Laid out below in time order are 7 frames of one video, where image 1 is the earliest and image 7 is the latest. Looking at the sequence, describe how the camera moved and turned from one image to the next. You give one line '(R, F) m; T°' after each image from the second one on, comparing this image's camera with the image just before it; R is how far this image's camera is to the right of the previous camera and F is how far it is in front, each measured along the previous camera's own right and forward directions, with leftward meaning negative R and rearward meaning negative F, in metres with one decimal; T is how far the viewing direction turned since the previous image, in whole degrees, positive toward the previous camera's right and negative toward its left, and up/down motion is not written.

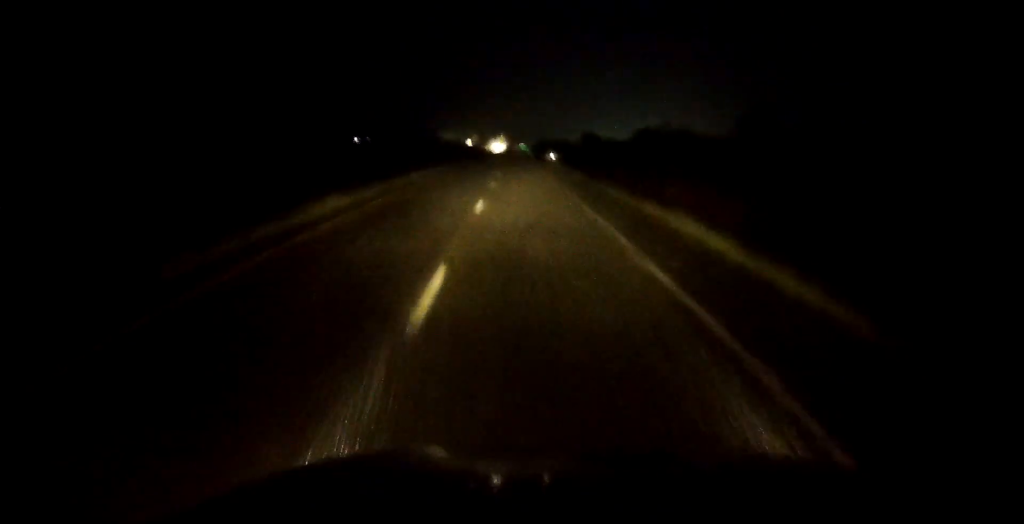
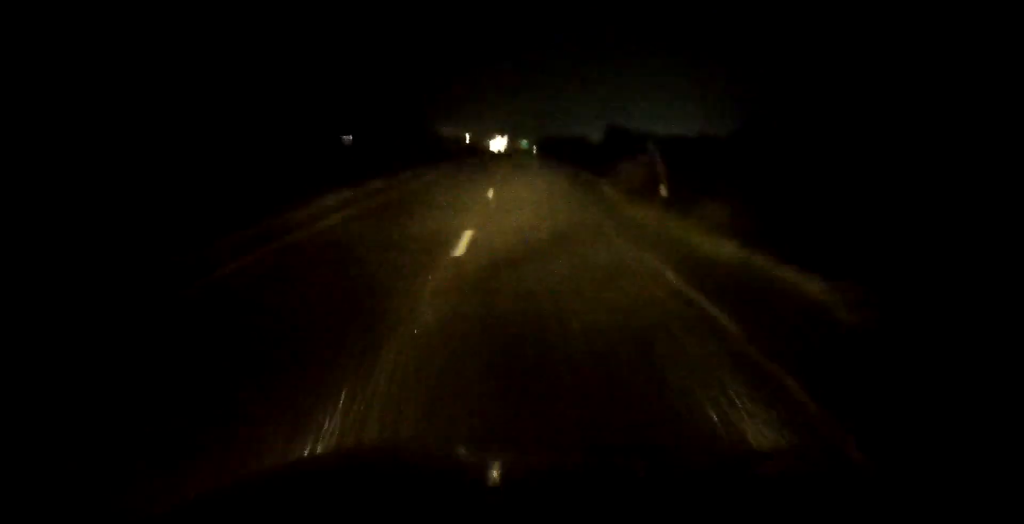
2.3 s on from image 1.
(+0.4, +69.6) m; 0°
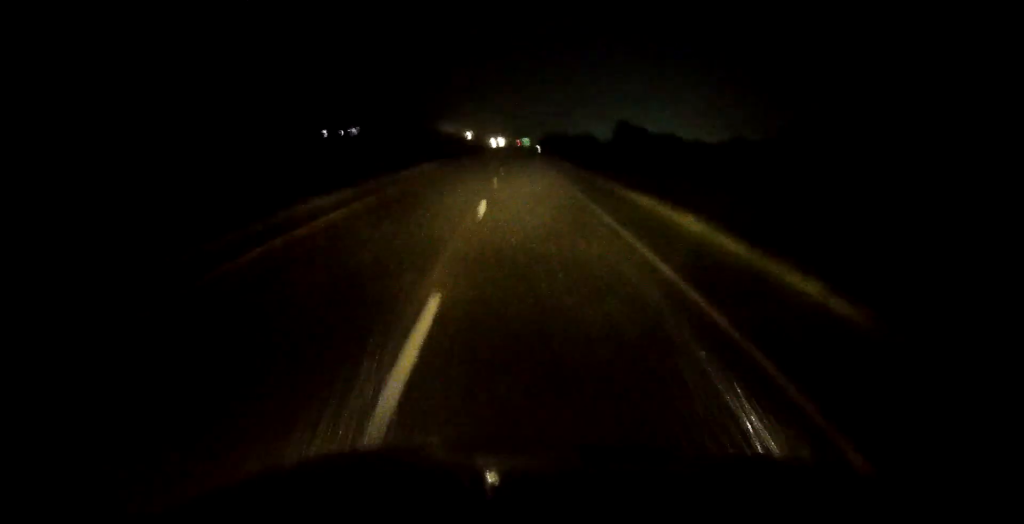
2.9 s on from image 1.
(0.0, +18.4) m; 0°
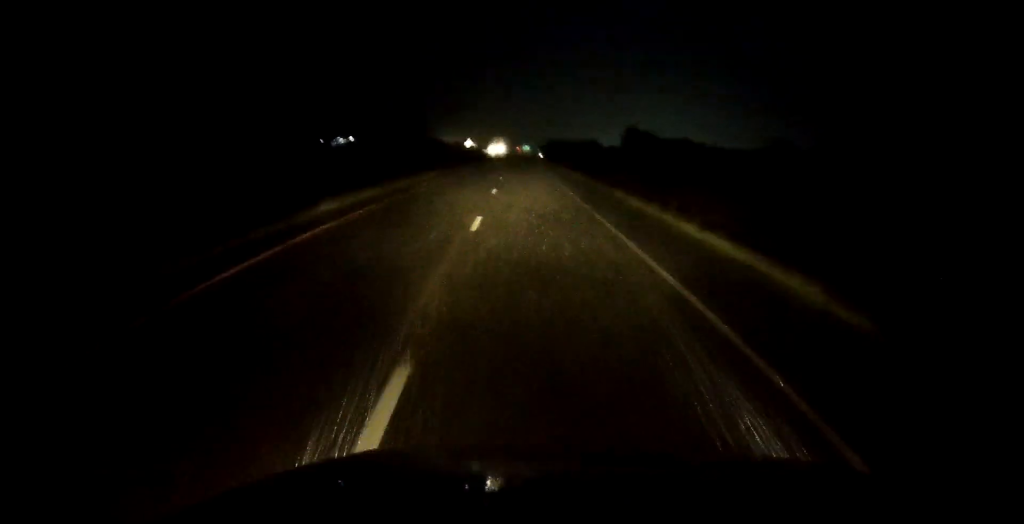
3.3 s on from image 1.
(0.0, +14.3) m; 0°
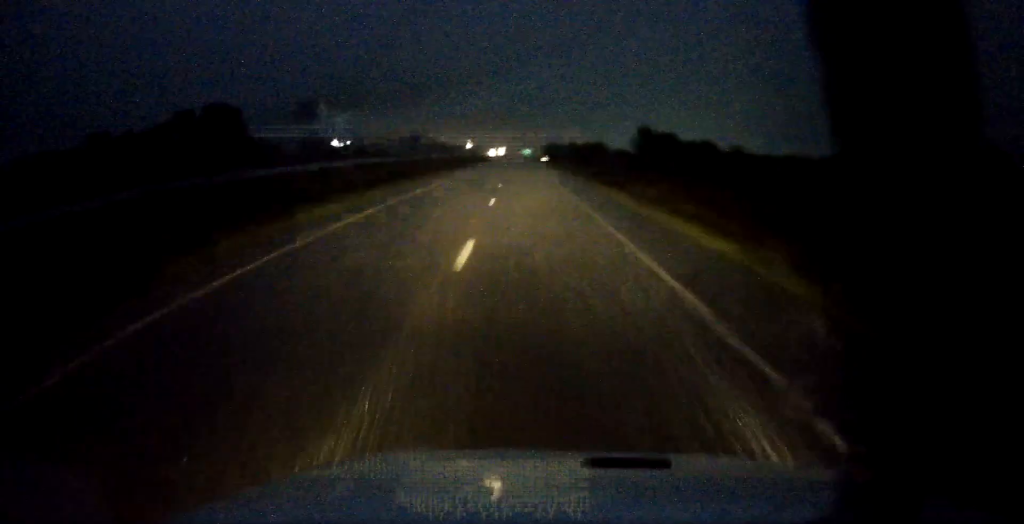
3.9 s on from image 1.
(0.0, +16.4) m; 0°
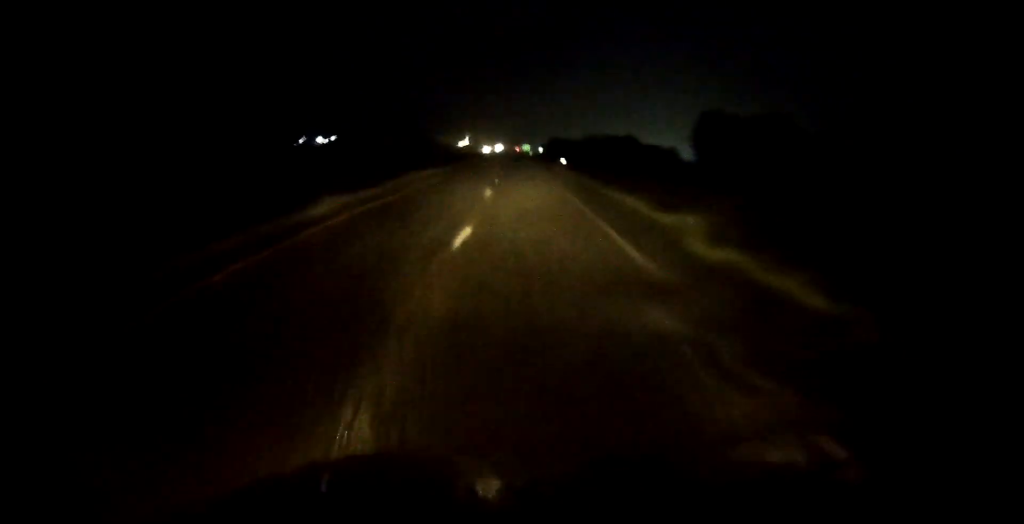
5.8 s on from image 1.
(+0.2, +60.0) m; 0°
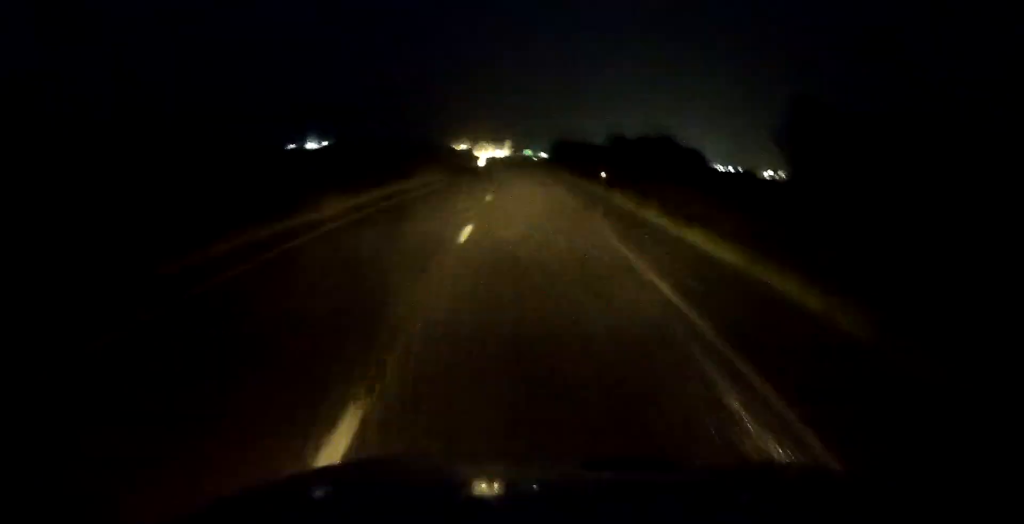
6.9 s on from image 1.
(-0.1, +35.2) m; 0°
